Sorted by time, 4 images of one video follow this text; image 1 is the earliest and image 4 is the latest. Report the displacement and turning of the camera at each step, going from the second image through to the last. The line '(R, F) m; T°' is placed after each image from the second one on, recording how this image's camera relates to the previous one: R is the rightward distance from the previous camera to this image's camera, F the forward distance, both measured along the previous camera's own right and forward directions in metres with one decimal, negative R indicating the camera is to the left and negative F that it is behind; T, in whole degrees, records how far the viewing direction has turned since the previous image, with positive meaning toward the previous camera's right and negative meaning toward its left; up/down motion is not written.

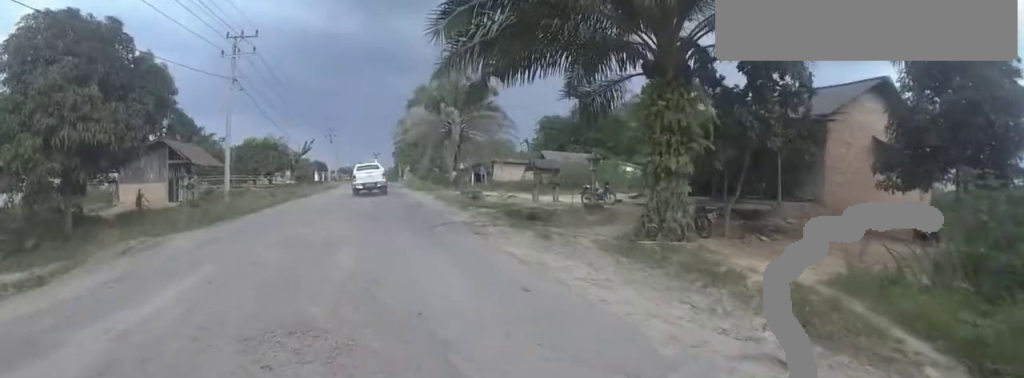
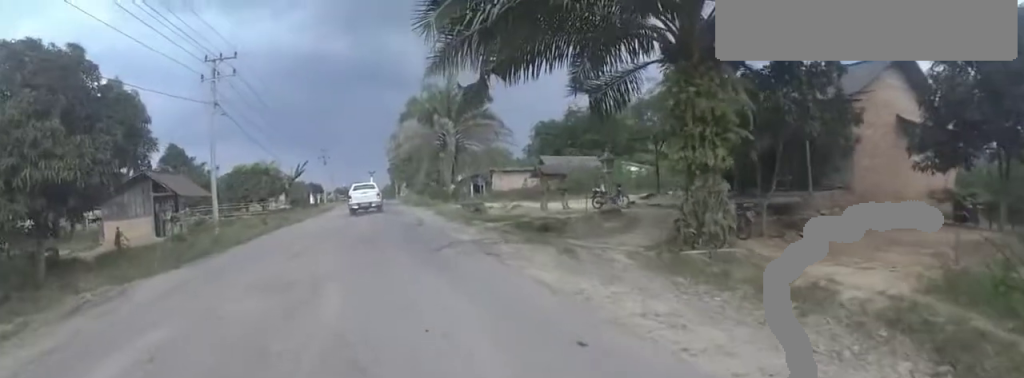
(0.0, +1.6) m; 0°
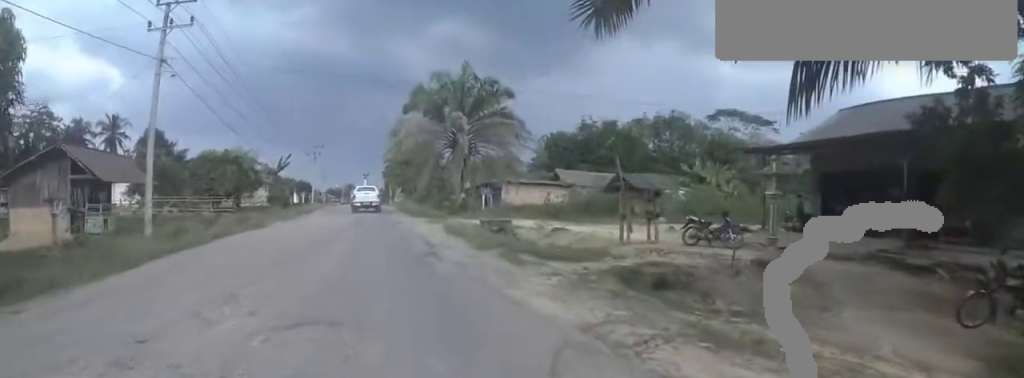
(0.0, +6.7) m; 0°
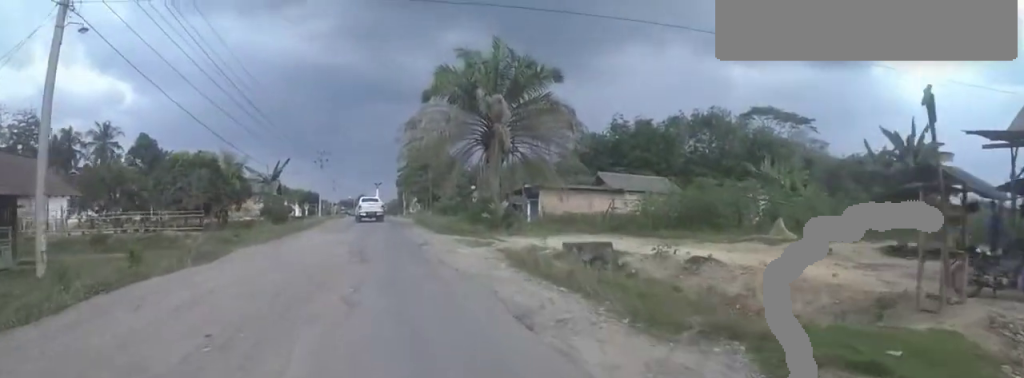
(0.0, +7.2) m; 0°
